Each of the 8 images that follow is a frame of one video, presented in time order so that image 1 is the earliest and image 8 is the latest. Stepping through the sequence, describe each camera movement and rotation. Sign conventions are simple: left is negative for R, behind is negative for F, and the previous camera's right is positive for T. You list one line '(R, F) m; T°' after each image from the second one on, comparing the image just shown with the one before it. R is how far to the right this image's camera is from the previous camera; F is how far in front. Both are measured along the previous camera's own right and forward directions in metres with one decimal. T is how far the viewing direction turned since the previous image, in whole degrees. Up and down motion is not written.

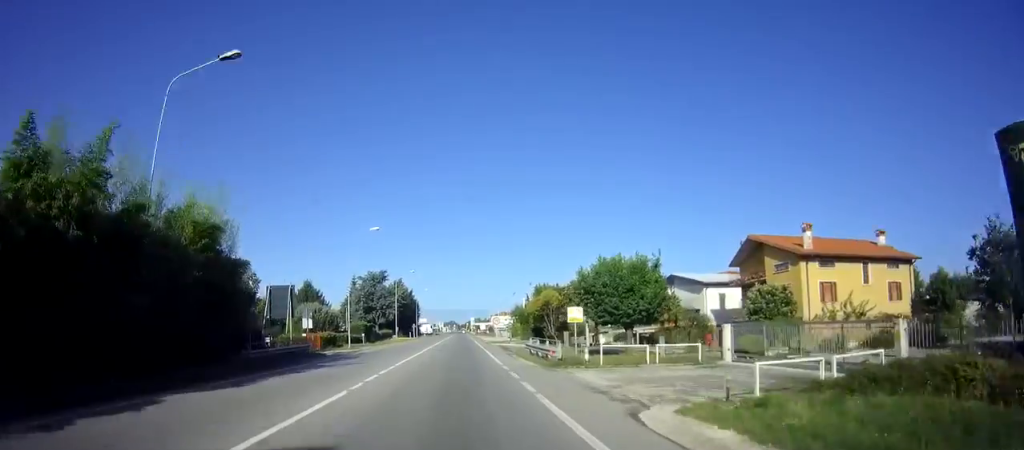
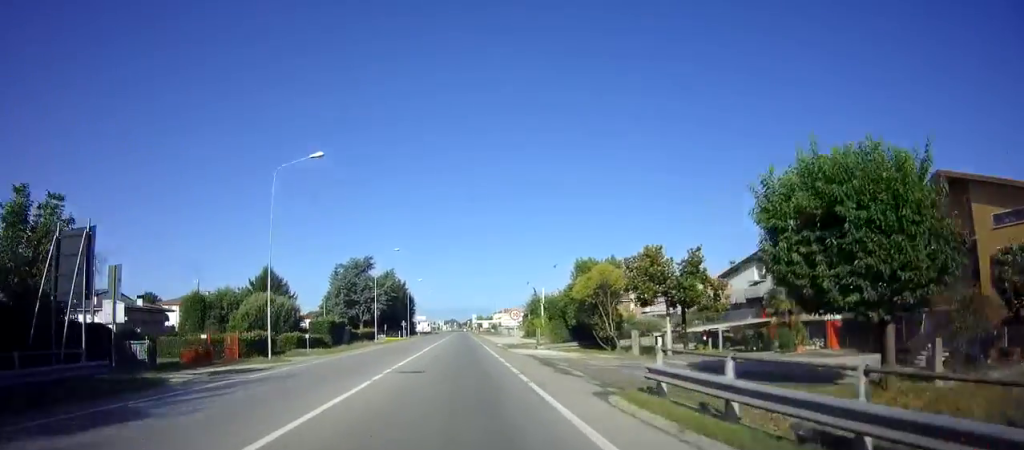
(+0.3, +19.6) m; 0°
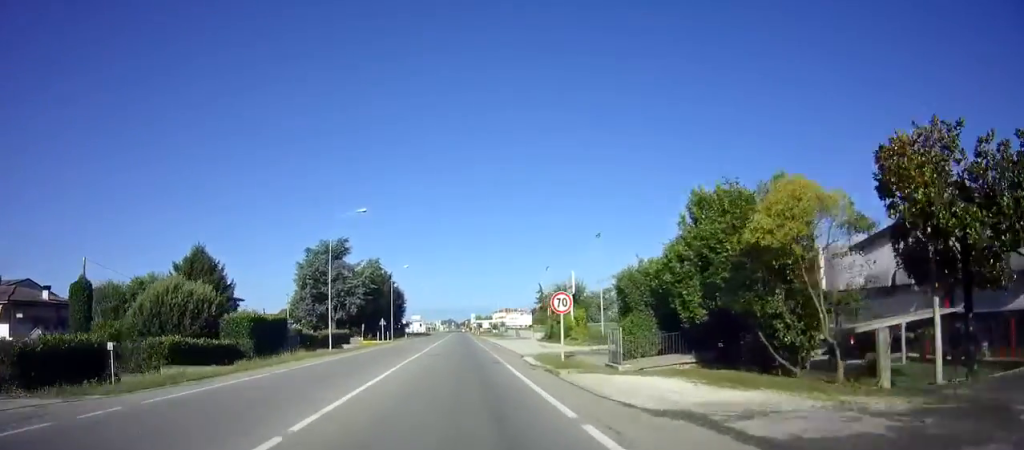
(-0.1, +19.1) m; -1°
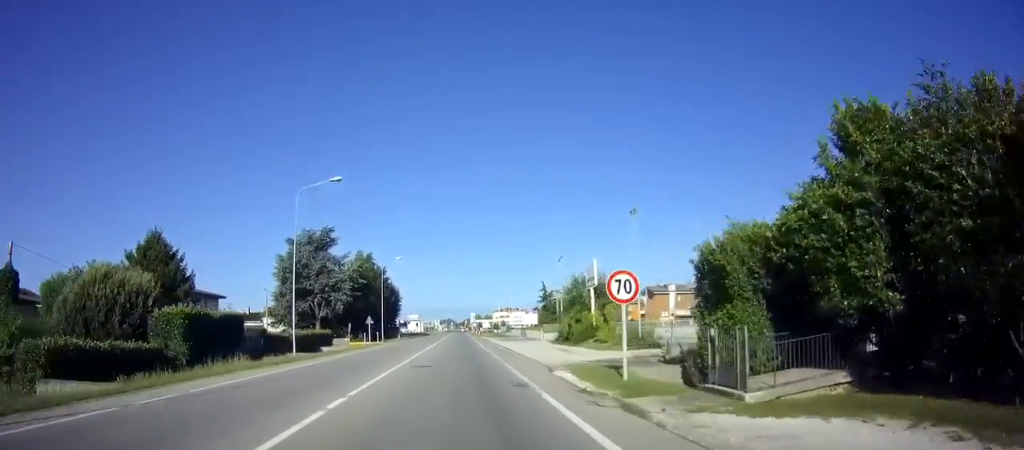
(+0.1, +8.2) m; 0°
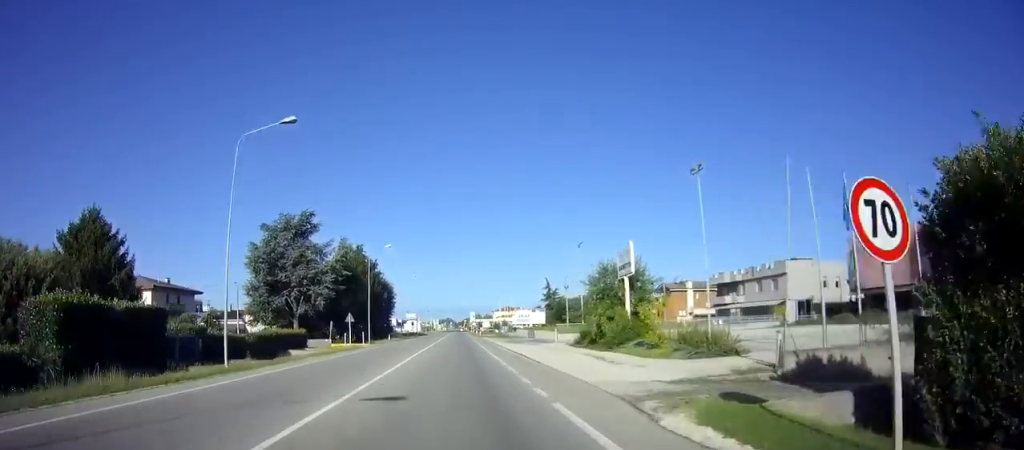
(0.0, +8.9) m; 0°
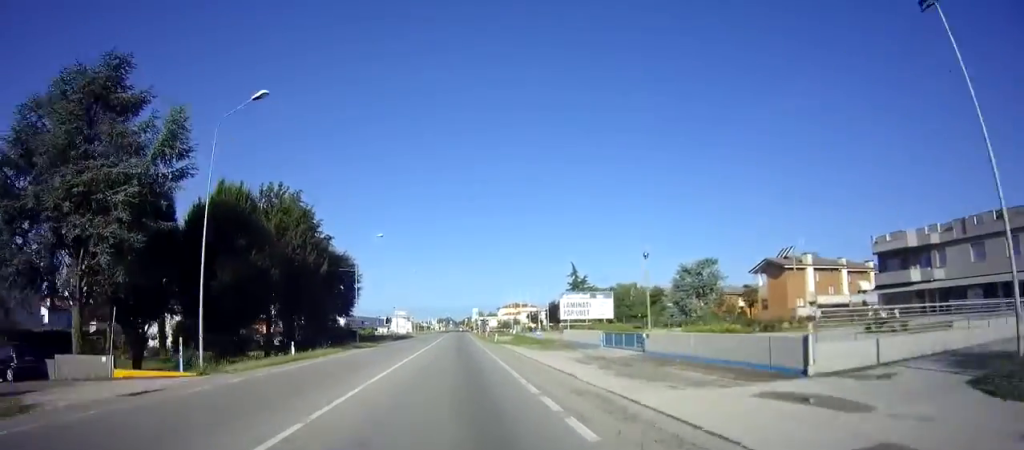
(+0.3, +37.1) m; +2°
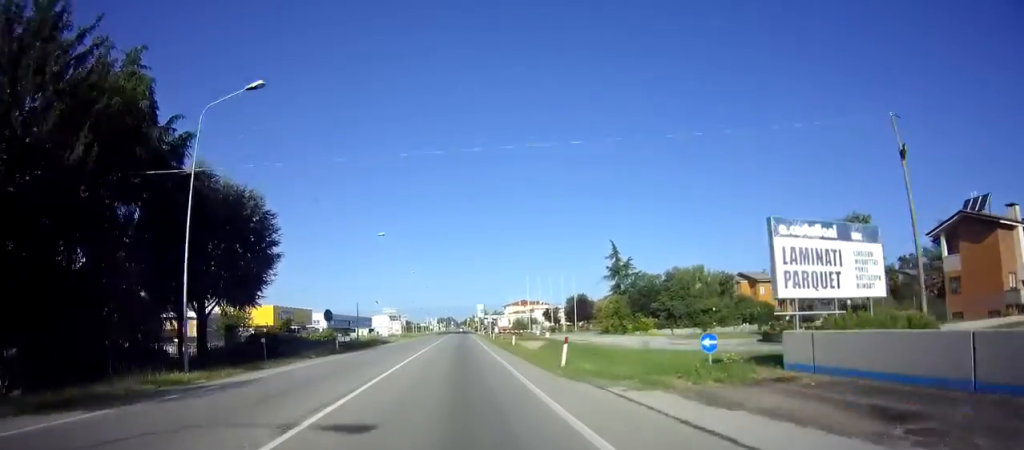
(-0.4, +31.6) m; -1°
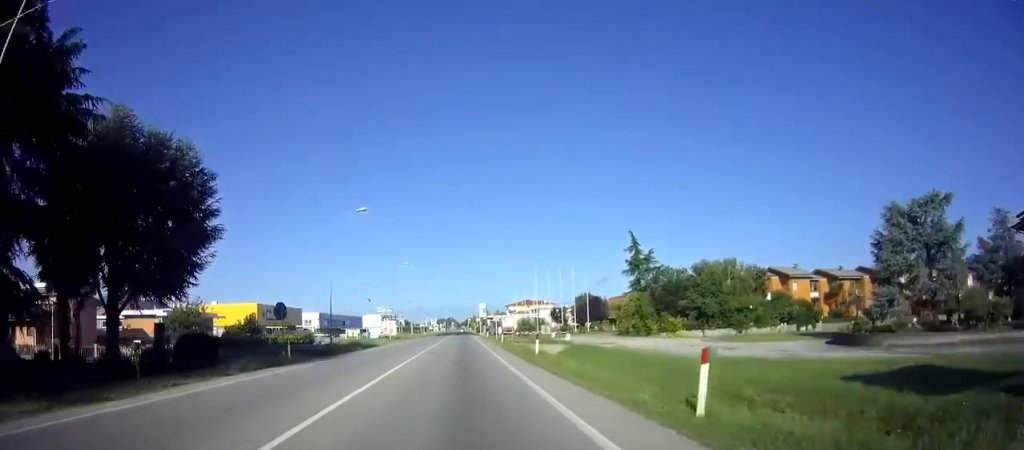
(-0.1, +10.2) m; 0°
